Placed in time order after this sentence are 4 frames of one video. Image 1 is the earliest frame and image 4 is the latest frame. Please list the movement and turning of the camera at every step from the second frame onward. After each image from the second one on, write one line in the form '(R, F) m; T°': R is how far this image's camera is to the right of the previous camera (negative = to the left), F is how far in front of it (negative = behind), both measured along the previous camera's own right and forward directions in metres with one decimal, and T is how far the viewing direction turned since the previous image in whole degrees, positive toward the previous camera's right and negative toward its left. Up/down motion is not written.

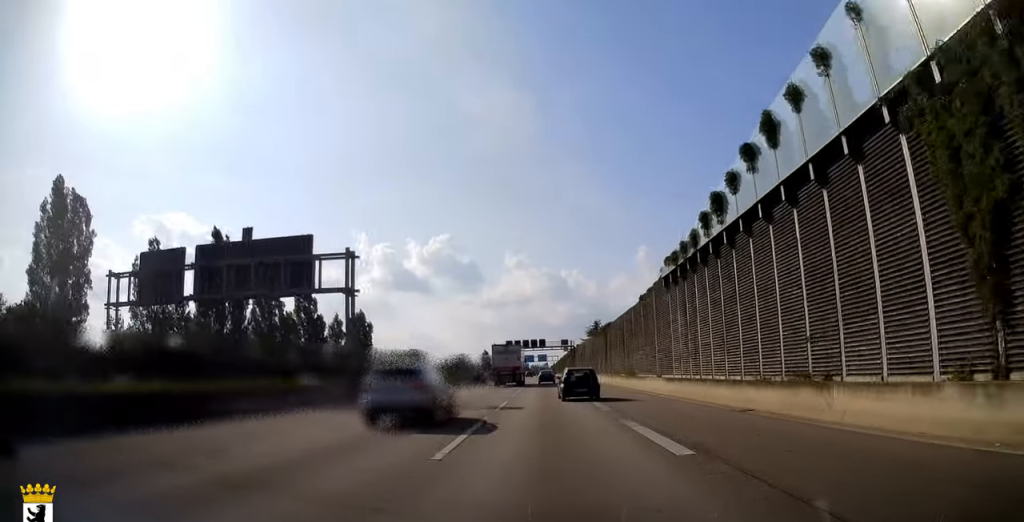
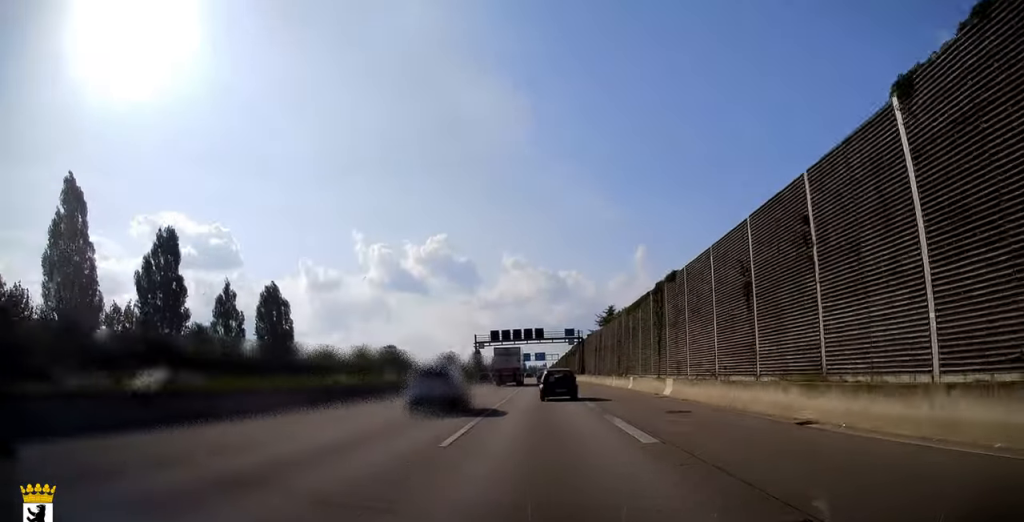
(-0.1, +34.4) m; -1°
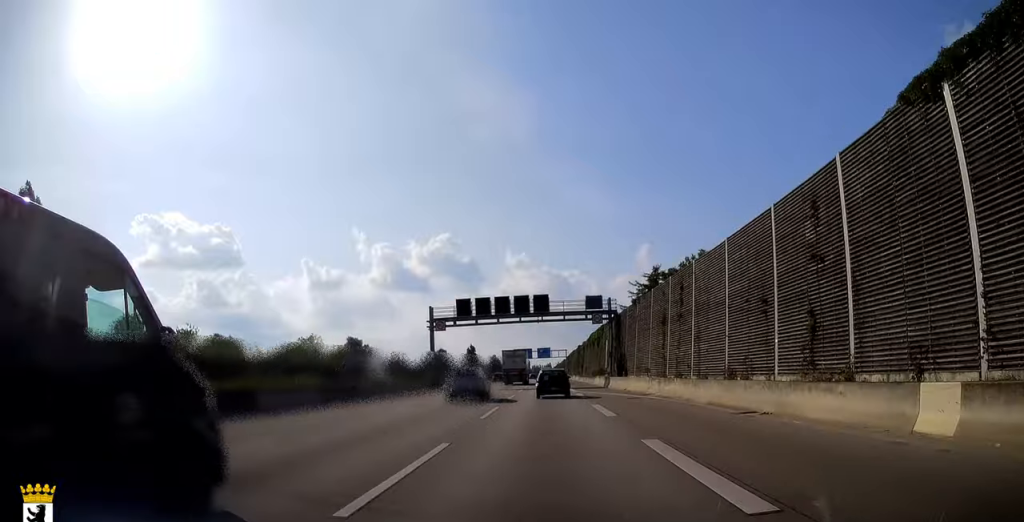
(-0.1, +41.5) m; 0°
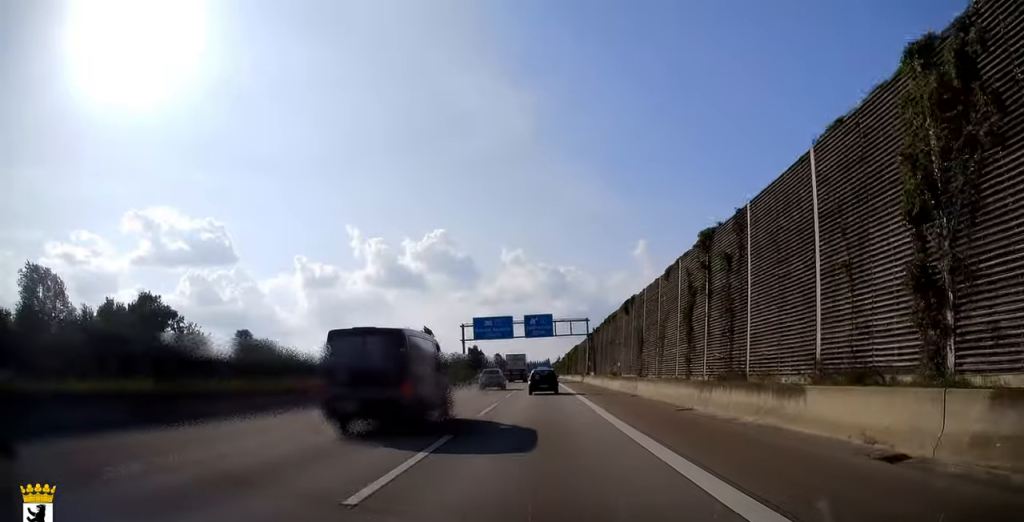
(+0.7, +95.6) m; +1°
